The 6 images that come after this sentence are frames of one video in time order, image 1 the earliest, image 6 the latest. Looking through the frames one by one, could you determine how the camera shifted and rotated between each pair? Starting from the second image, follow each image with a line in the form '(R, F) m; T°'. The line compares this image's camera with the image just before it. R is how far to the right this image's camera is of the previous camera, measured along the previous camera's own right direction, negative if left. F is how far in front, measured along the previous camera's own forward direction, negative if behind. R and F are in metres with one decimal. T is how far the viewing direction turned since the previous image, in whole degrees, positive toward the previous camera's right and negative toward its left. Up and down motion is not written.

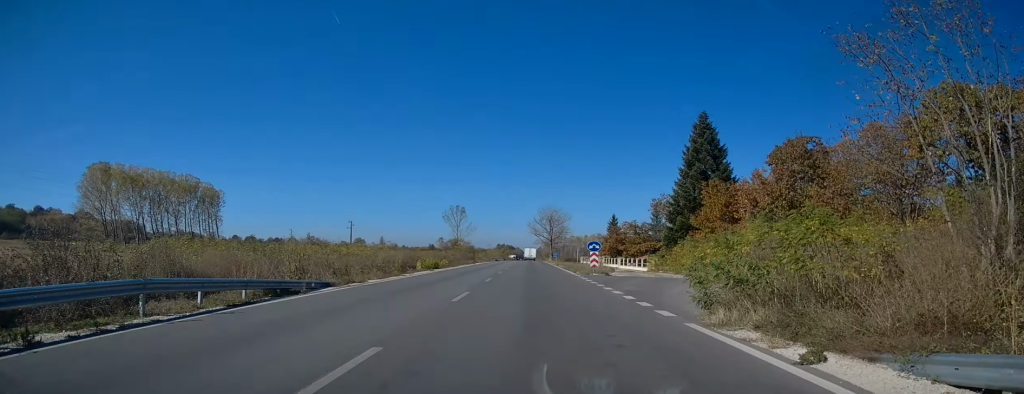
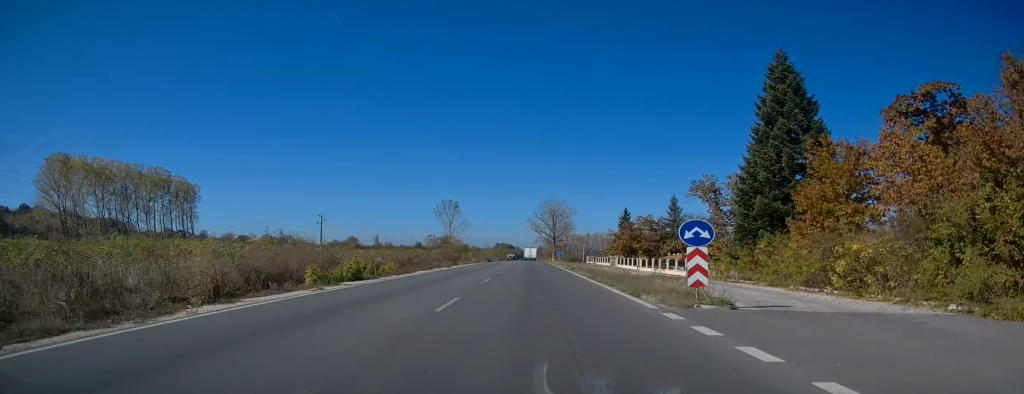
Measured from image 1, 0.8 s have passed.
(-0.3, +20.2) m; 0°
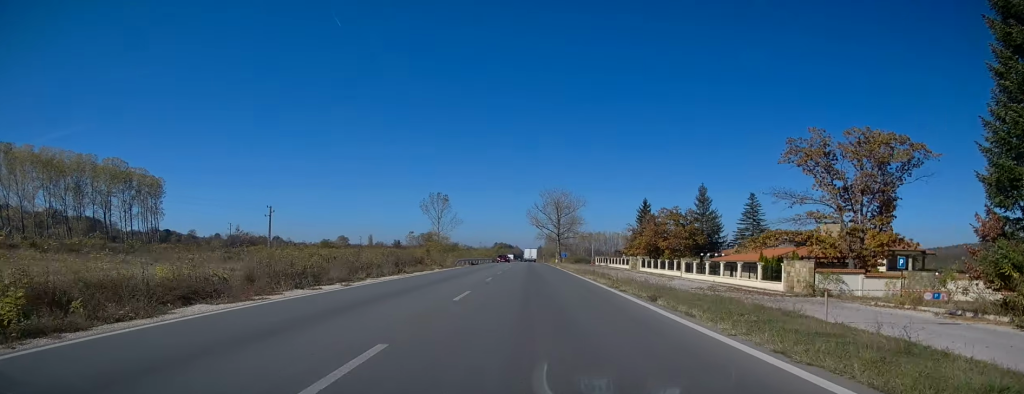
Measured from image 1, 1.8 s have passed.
(+0.4, +25.3) m; +1°
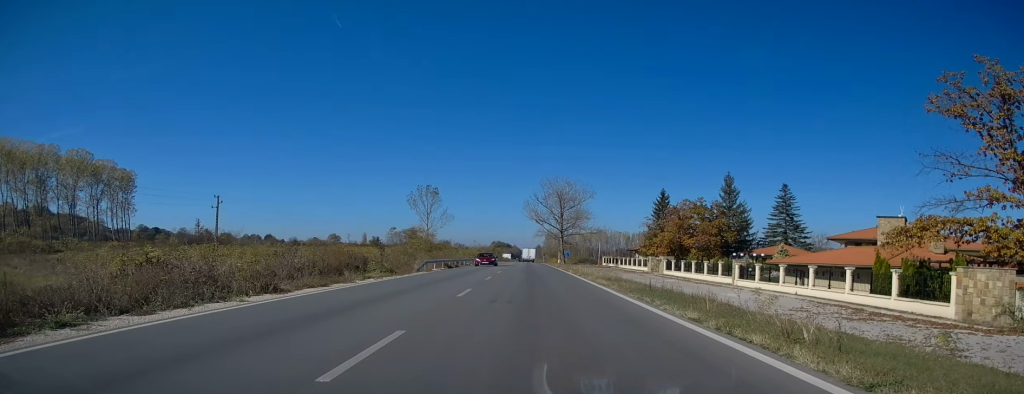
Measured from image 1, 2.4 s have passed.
(0.0, +16.0) m; 0°
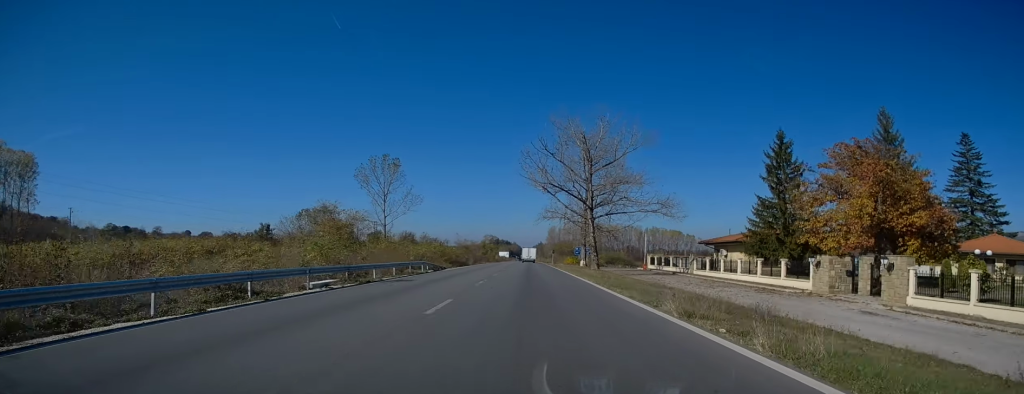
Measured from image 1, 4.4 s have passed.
(-0.4, +48.7) m; -1°
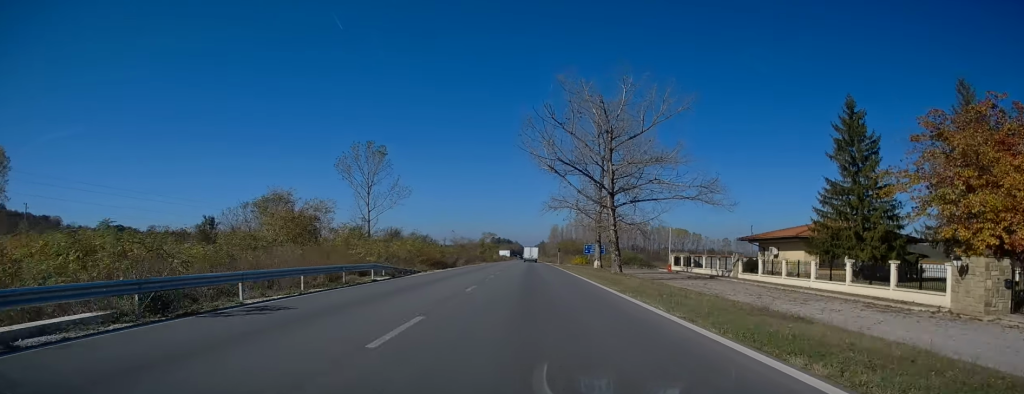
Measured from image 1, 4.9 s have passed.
(-0.1, +12.6) m; 0°
